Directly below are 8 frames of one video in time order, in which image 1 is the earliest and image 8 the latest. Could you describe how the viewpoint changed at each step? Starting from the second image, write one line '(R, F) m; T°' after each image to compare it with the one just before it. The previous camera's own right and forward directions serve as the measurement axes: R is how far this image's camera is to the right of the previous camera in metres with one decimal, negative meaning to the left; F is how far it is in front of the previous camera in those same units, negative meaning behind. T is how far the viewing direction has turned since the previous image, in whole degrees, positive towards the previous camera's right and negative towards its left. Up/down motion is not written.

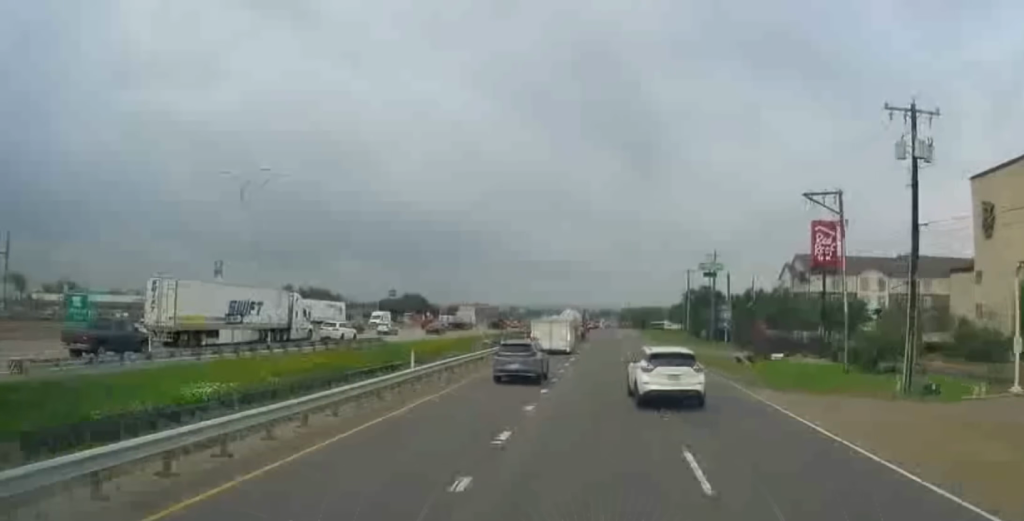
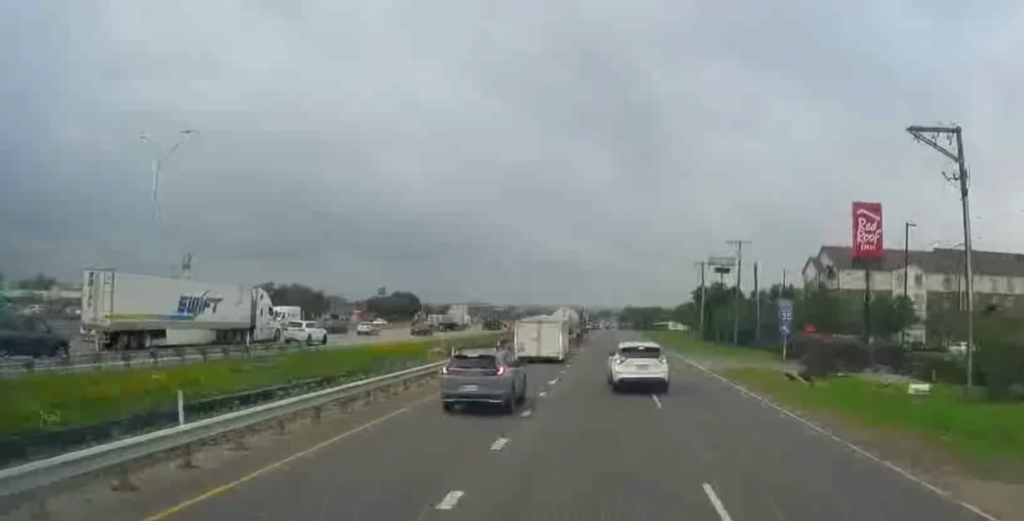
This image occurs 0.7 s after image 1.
(+0.3, +14.6) m; 0°
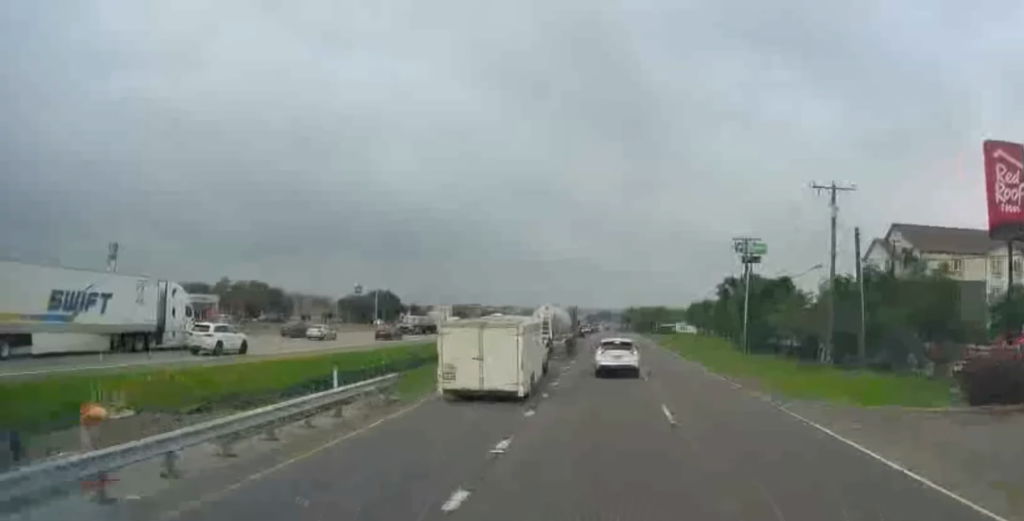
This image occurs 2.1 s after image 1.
(-0.8, +27.3) m; -1°
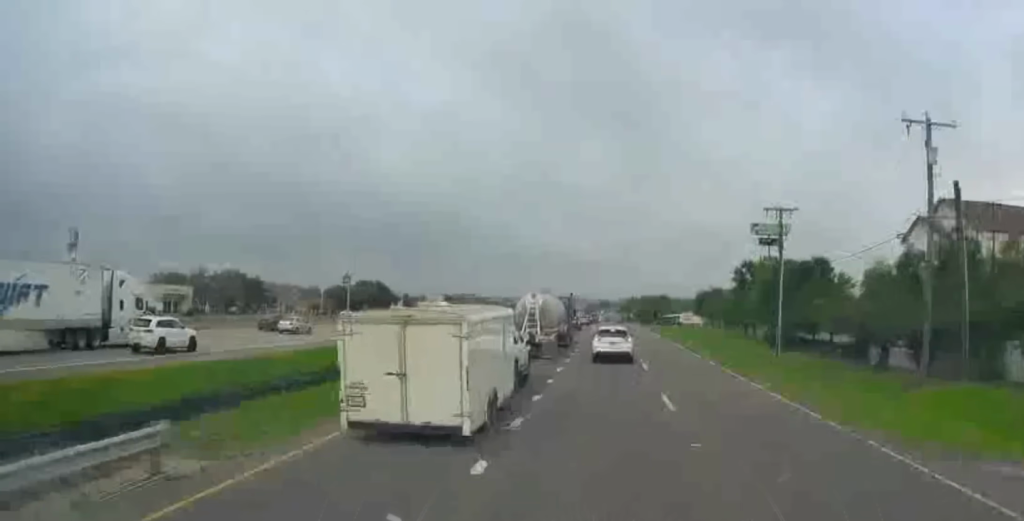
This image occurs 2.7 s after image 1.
(+0.1, +12.1) m; +1°
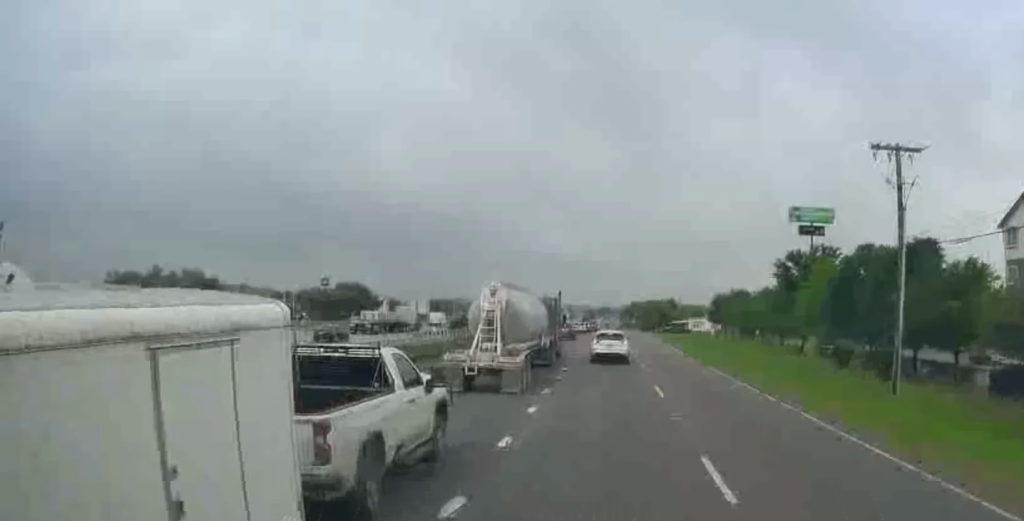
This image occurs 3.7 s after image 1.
(0.0, +20.2) m; 0°
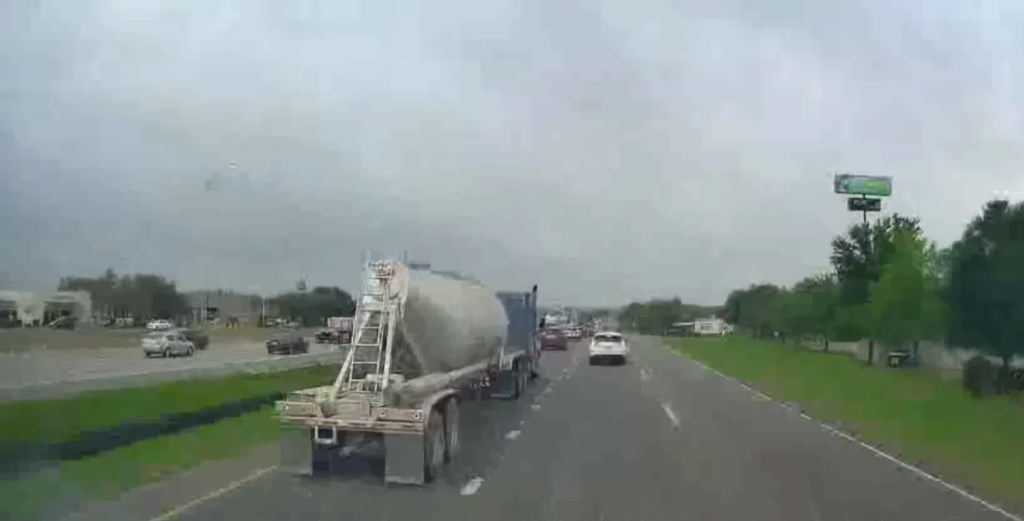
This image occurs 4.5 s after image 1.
(-0.1, +17.0) m; +2°
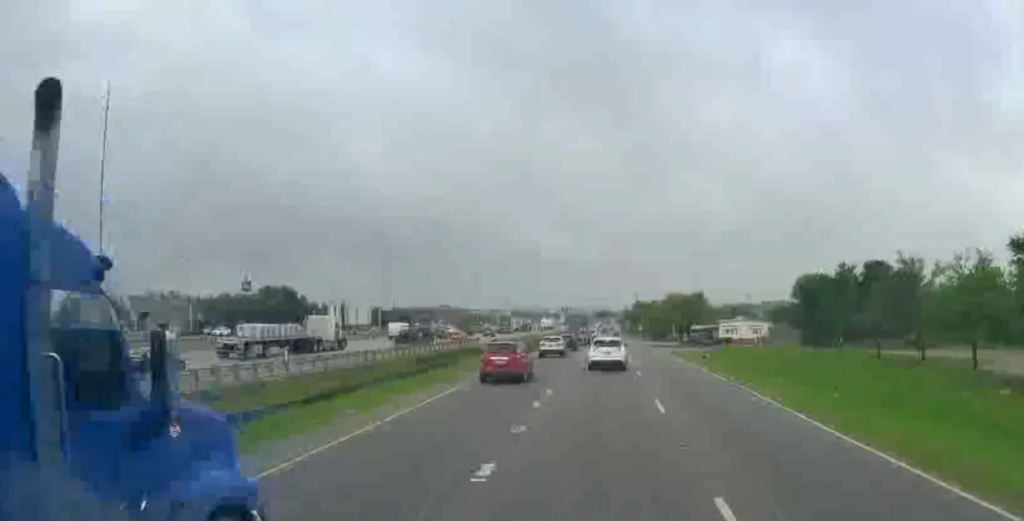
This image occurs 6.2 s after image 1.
(+0.4, +34.6) m; -1°
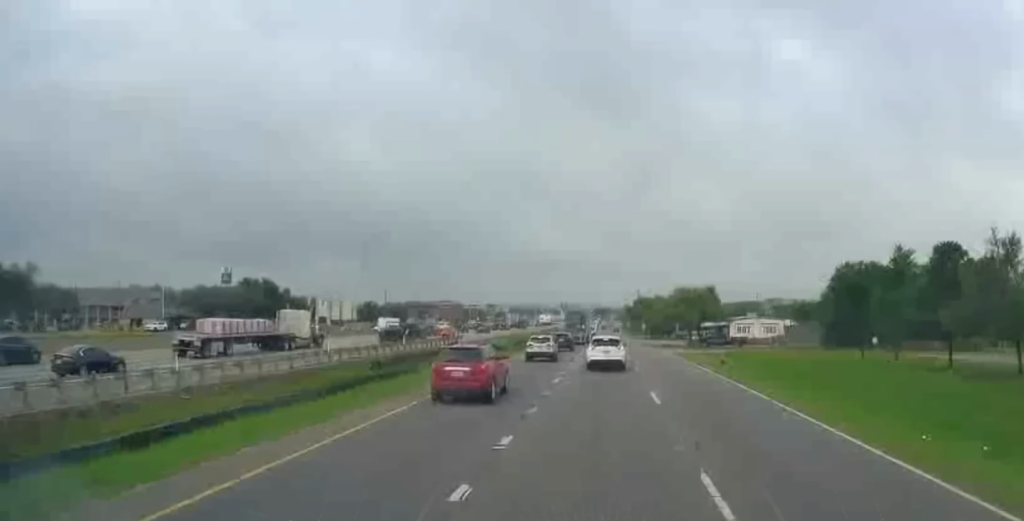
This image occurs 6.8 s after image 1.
(-0.1, +10.9) m; -1°
